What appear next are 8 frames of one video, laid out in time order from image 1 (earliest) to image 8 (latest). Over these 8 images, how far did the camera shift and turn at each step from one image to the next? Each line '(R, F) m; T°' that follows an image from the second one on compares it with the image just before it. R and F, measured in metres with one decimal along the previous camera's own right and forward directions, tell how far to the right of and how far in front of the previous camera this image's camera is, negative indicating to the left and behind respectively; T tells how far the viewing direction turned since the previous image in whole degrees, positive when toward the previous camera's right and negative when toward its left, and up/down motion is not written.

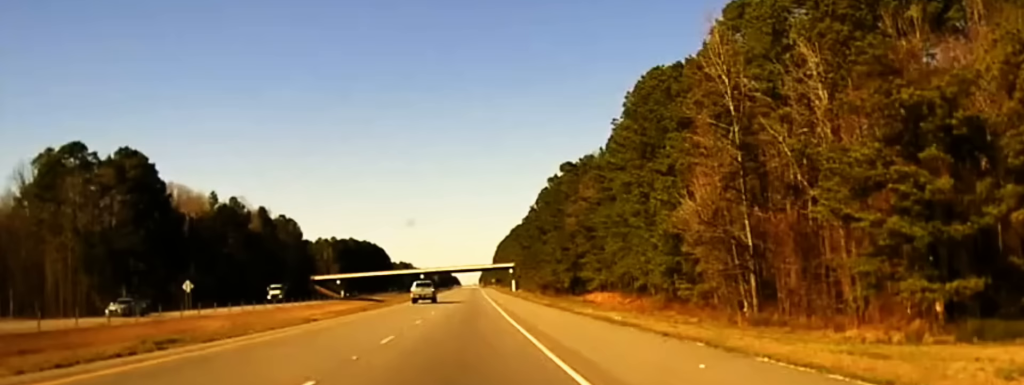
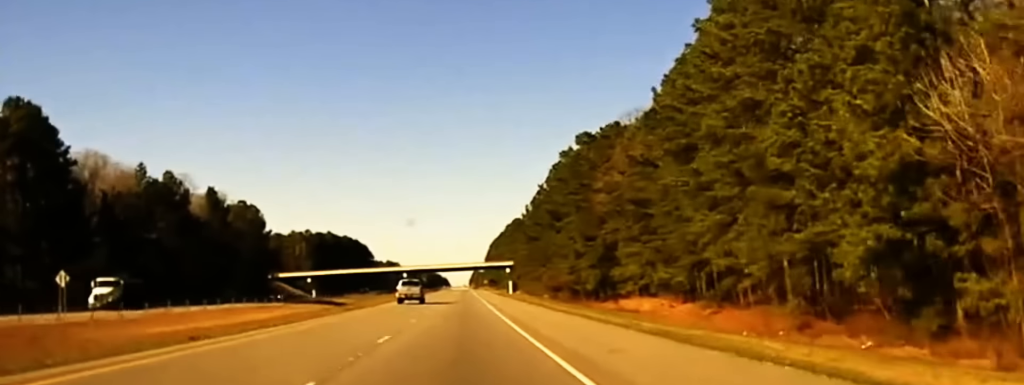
(0.0, +37.8) m; 0°
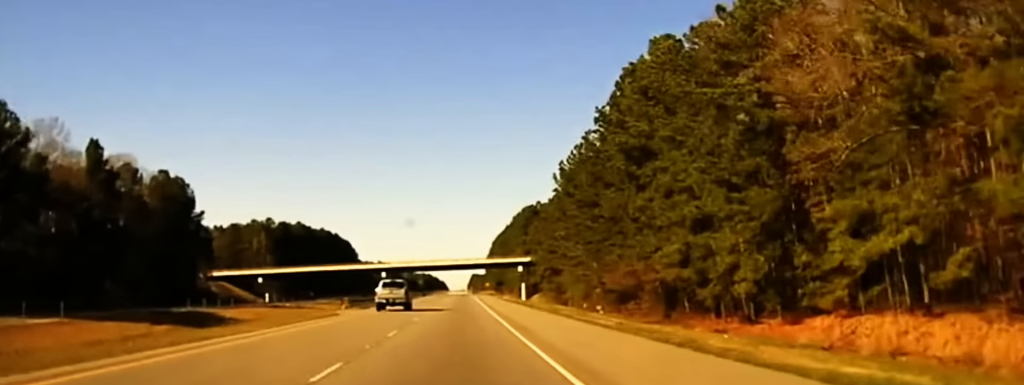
(+0.3, +59.5) m; 0°
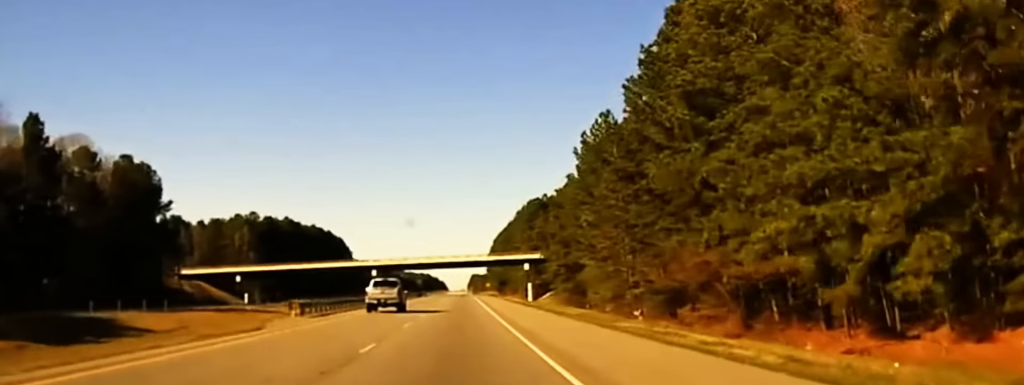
(-0.1, +19.1) m; 0°
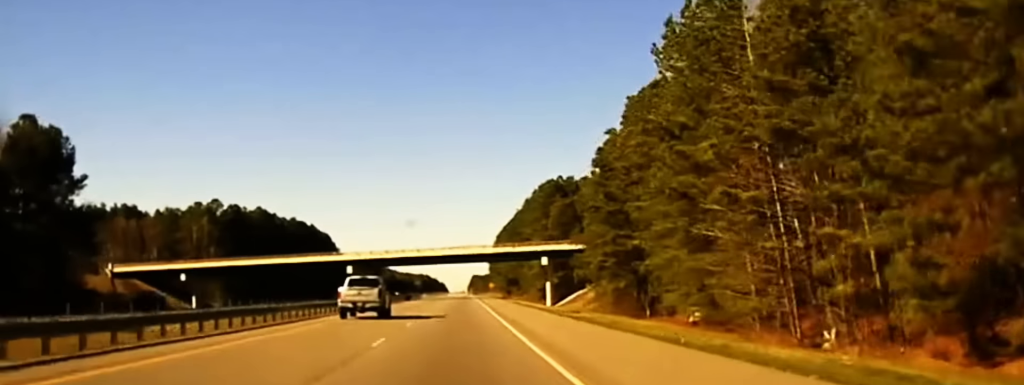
(+0.1, +35.8) m; 0°
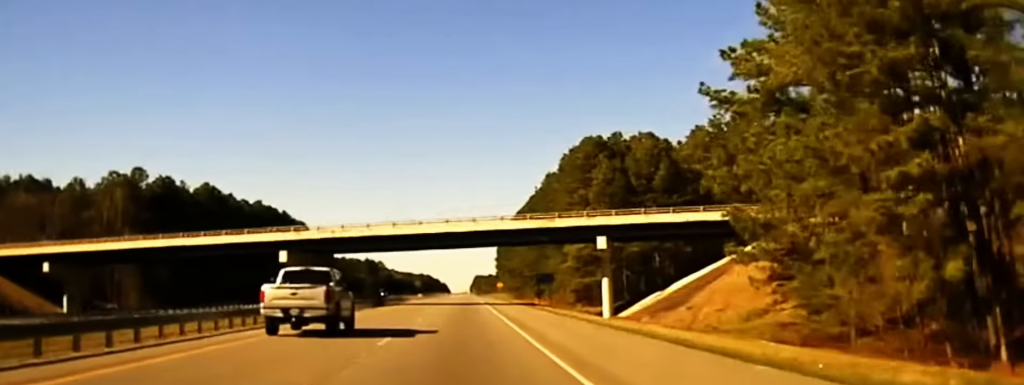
(-0.1, +49.7) m; 0°
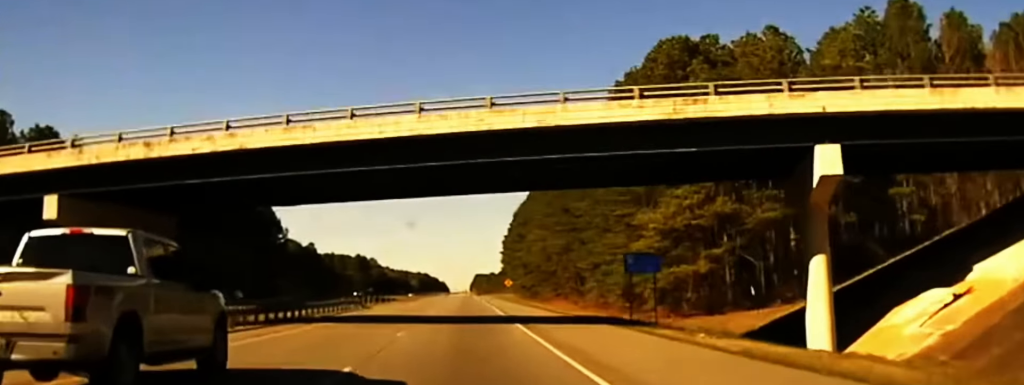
(0.0, +47.4) m; 0°
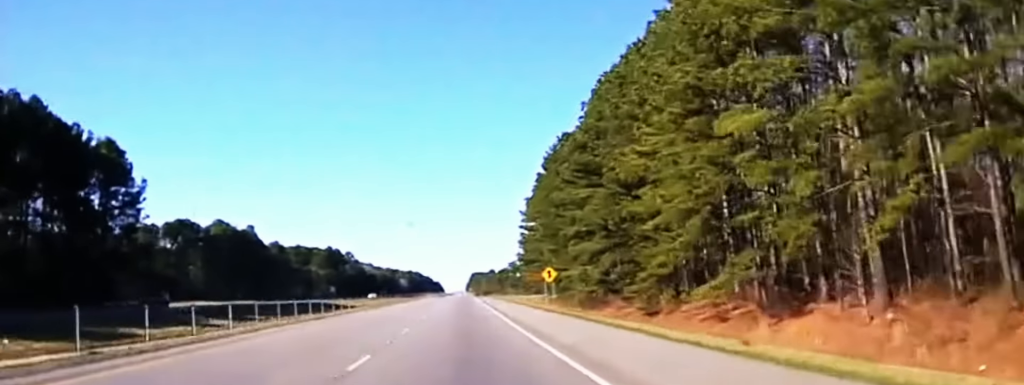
(+0.8, +97.2) m; 0°
